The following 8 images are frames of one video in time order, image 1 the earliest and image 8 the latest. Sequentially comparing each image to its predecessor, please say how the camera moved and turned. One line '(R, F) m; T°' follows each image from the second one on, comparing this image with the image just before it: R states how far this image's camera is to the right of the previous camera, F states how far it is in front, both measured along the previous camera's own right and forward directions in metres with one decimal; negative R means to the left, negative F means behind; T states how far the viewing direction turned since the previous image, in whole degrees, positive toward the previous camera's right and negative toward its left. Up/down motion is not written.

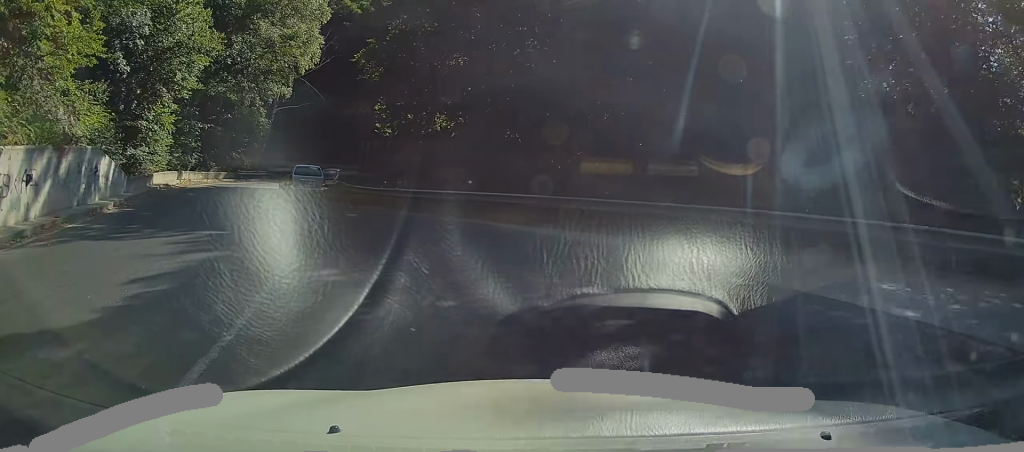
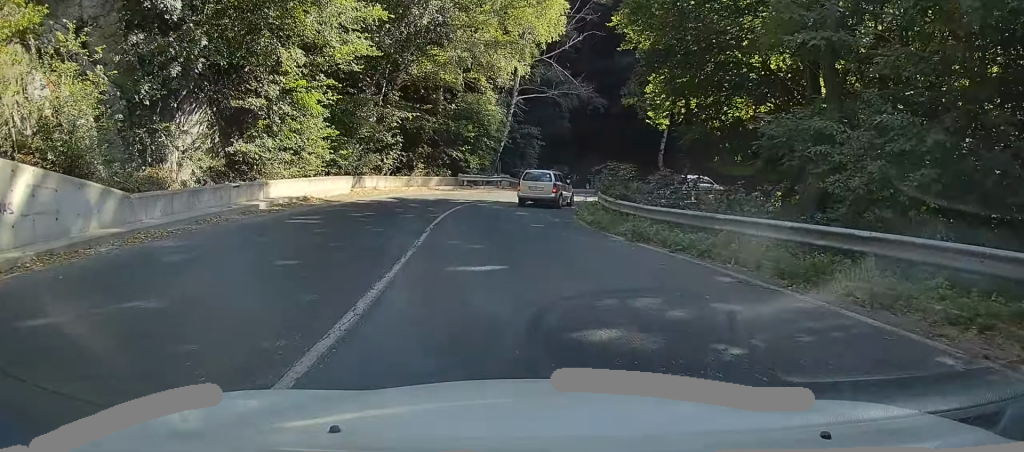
(-2.9, +12.5) m; -17°
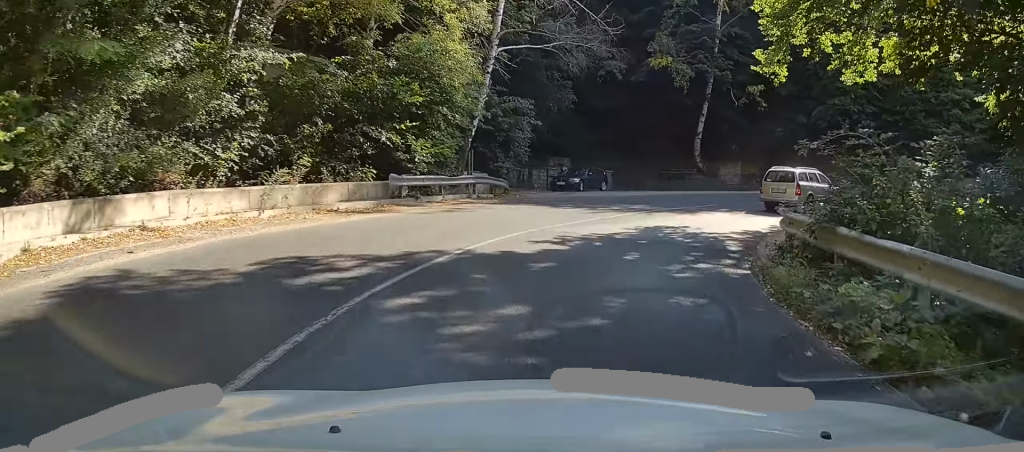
(-0.3, +18.2) m; +3°
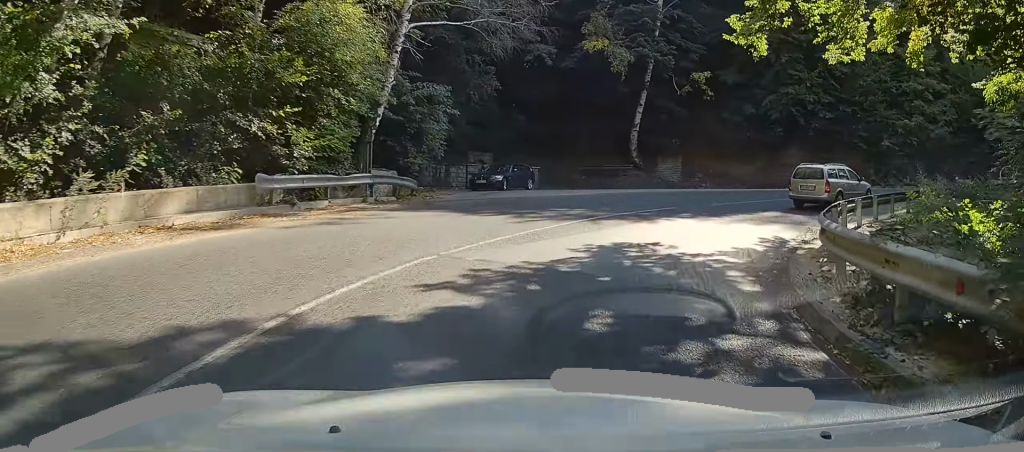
(0.0, +4.4) m; +3°
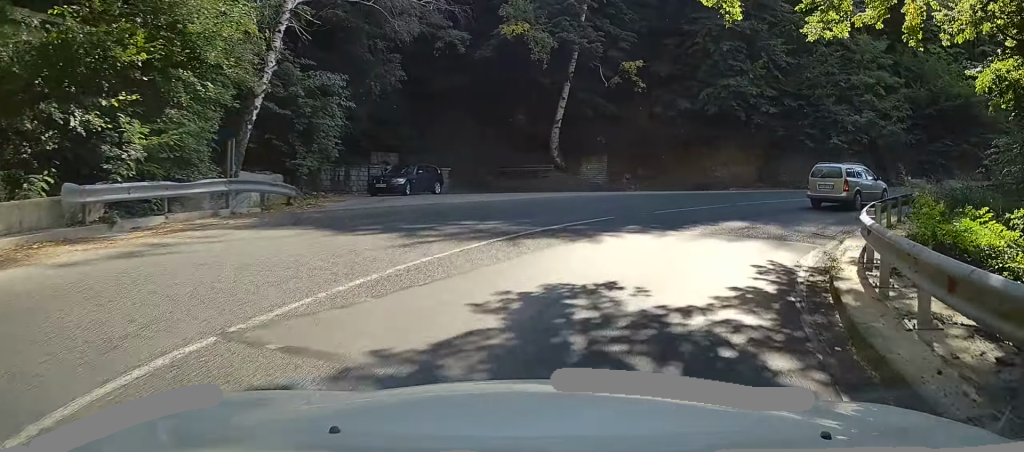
(+0.2, +4.0) m; +9°
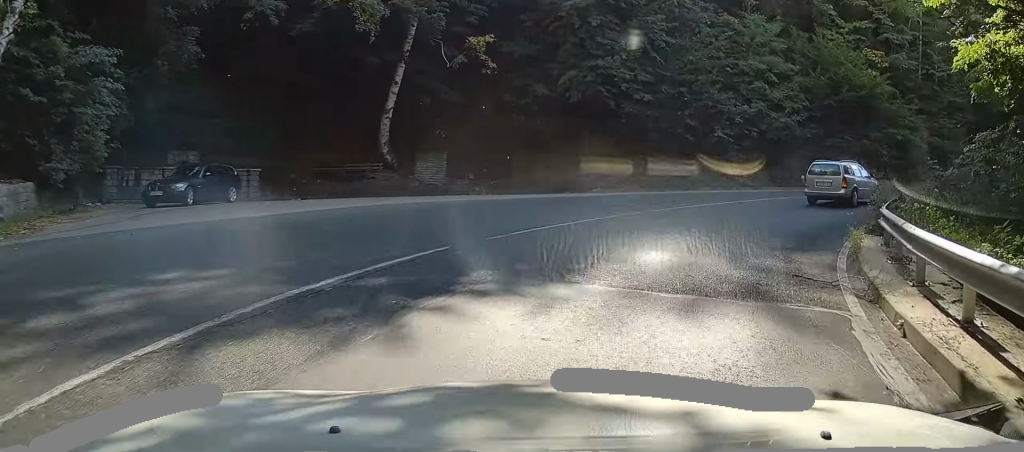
(-0.4, +6.0) m; +15°
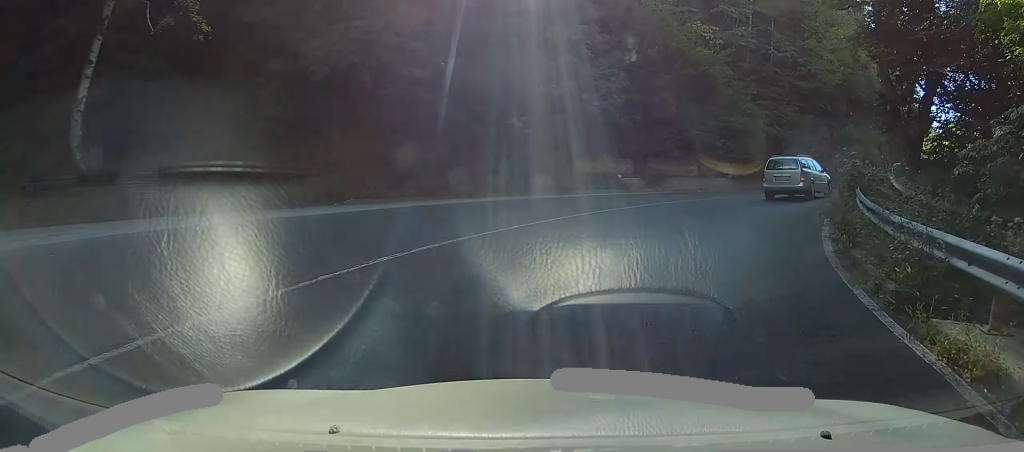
(+2.7, +8.3) m; +21°
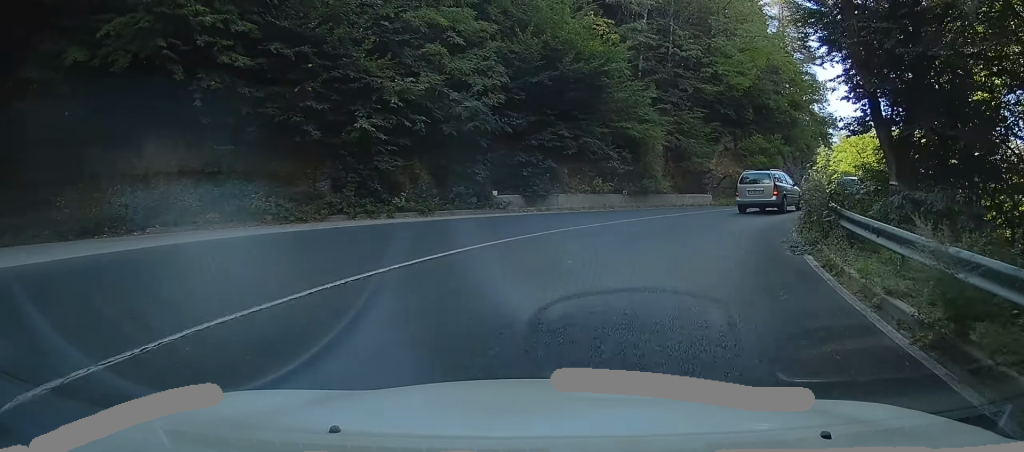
(+0.5, +5.5) m; +8°
